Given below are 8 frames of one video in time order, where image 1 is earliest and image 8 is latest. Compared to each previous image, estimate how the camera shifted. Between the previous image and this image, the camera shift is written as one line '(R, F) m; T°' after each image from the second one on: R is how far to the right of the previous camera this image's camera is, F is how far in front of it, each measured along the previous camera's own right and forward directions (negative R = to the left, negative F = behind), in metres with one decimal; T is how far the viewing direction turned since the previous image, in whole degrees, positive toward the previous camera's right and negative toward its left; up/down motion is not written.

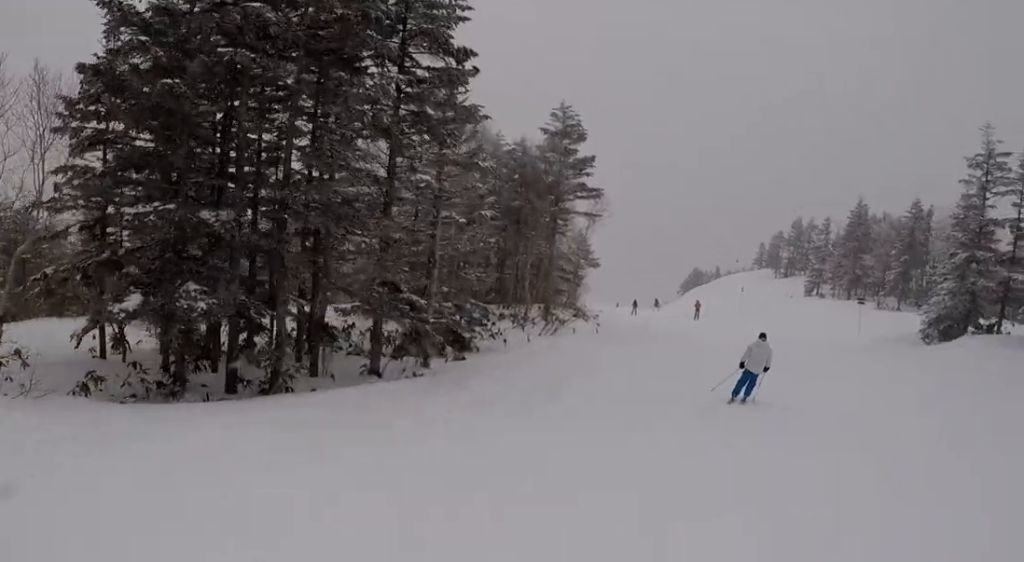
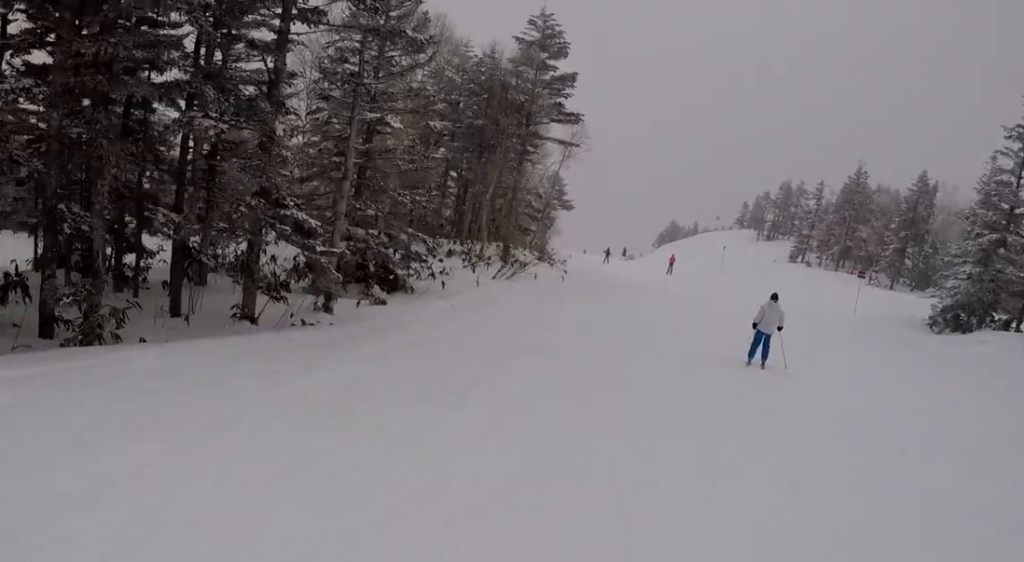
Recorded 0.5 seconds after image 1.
(+0.2, +4.3) m; +2°
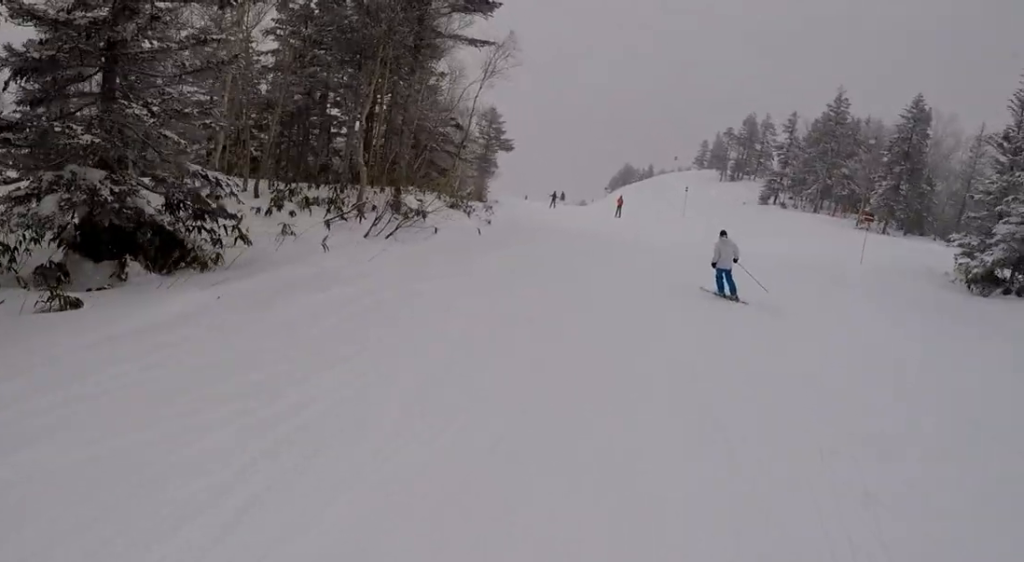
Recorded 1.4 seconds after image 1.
(0.0, +7.6) m; 0°
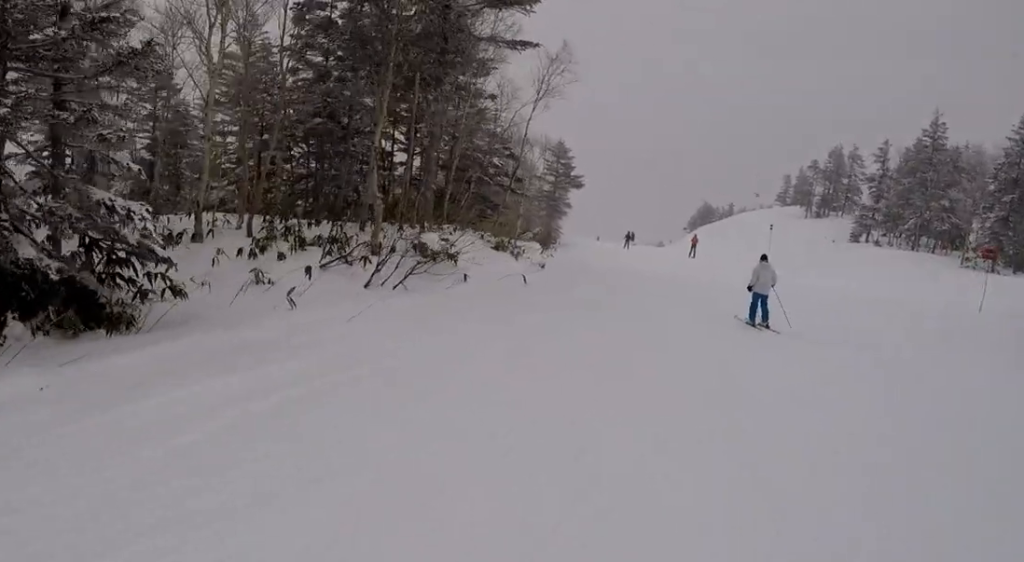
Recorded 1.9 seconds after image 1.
(0.0, +3.7) m; 0°
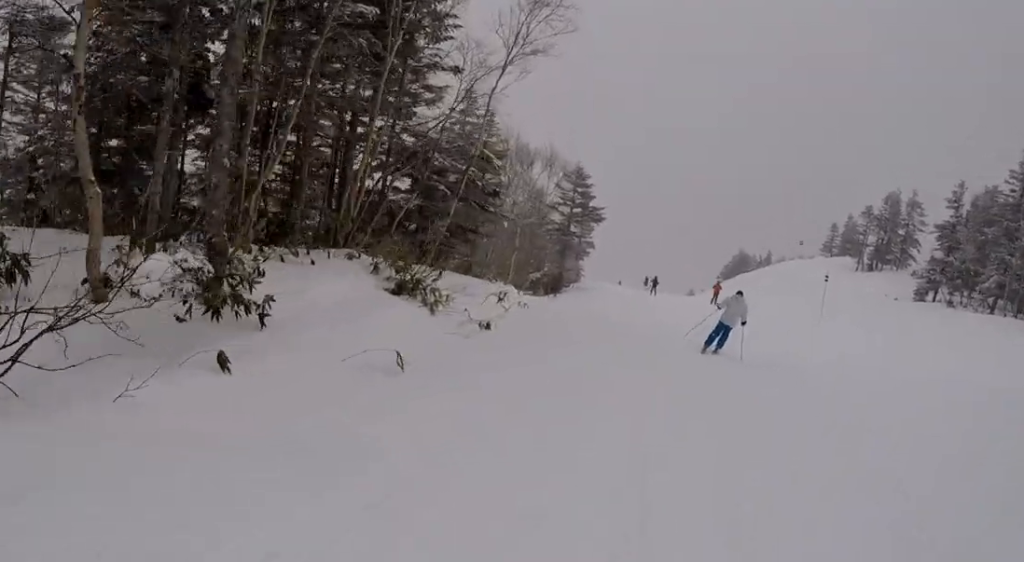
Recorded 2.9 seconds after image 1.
(0.0, +8.4) m; 0°
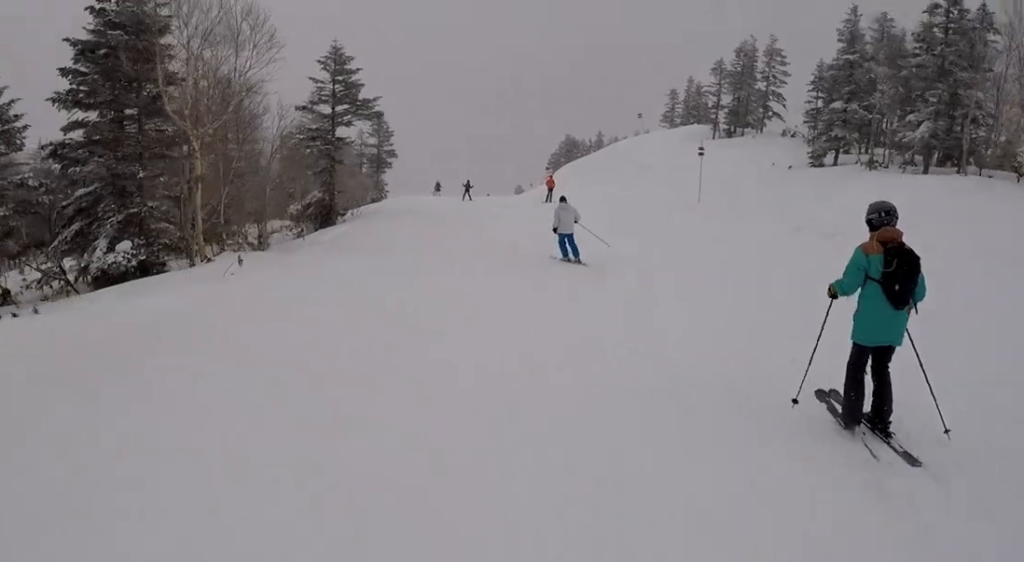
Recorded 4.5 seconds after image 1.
(-0.7, +13.1) m; -9°
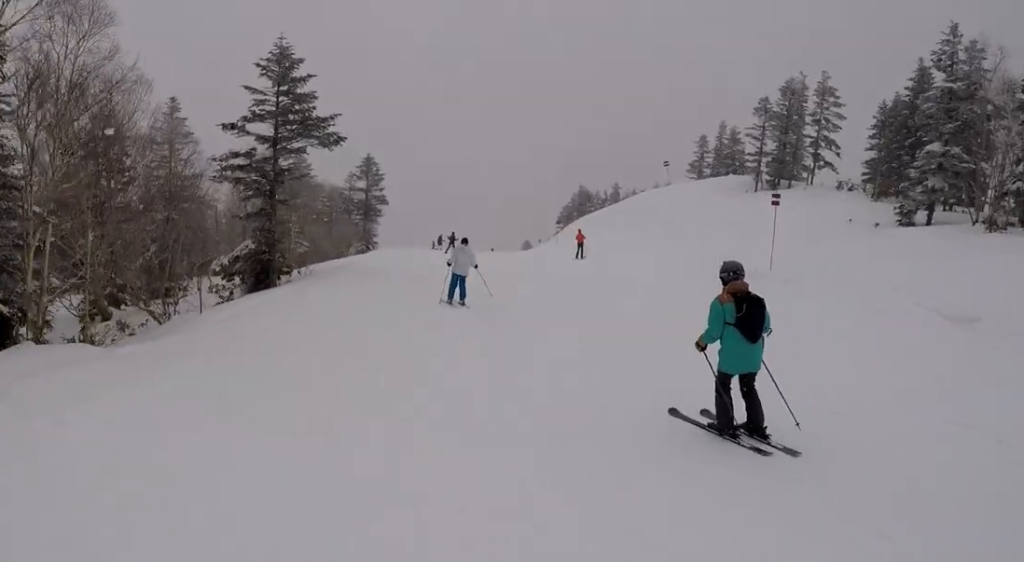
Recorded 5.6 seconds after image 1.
(-0.5, +8.4) m; +3°
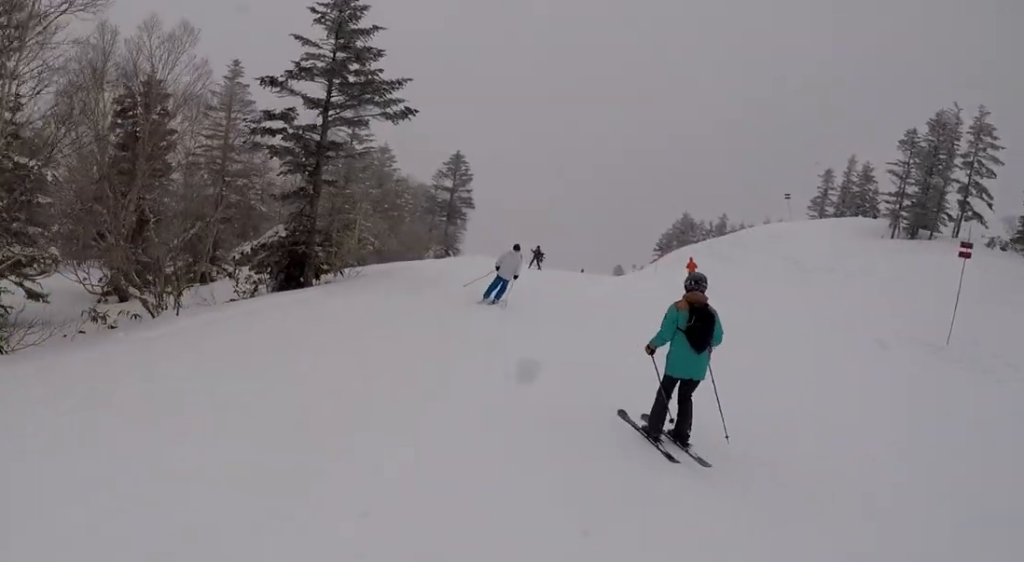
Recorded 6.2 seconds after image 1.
(+0.6, +5.1) m; +5°
